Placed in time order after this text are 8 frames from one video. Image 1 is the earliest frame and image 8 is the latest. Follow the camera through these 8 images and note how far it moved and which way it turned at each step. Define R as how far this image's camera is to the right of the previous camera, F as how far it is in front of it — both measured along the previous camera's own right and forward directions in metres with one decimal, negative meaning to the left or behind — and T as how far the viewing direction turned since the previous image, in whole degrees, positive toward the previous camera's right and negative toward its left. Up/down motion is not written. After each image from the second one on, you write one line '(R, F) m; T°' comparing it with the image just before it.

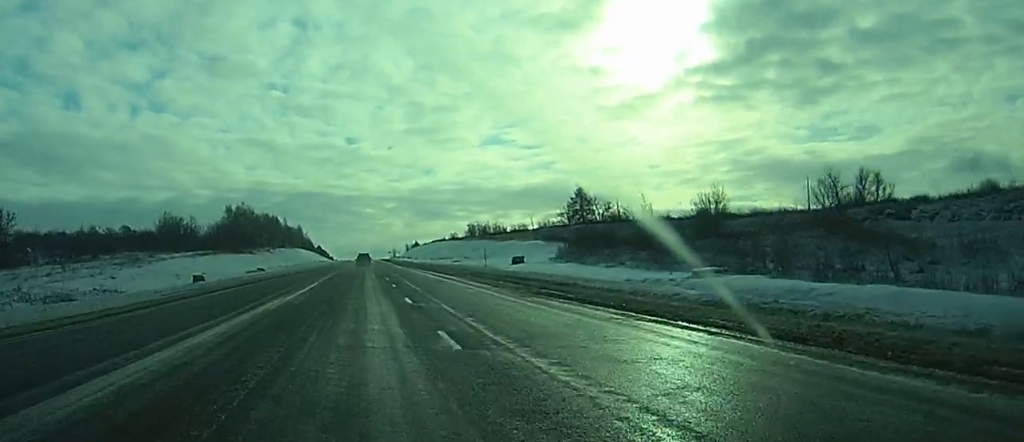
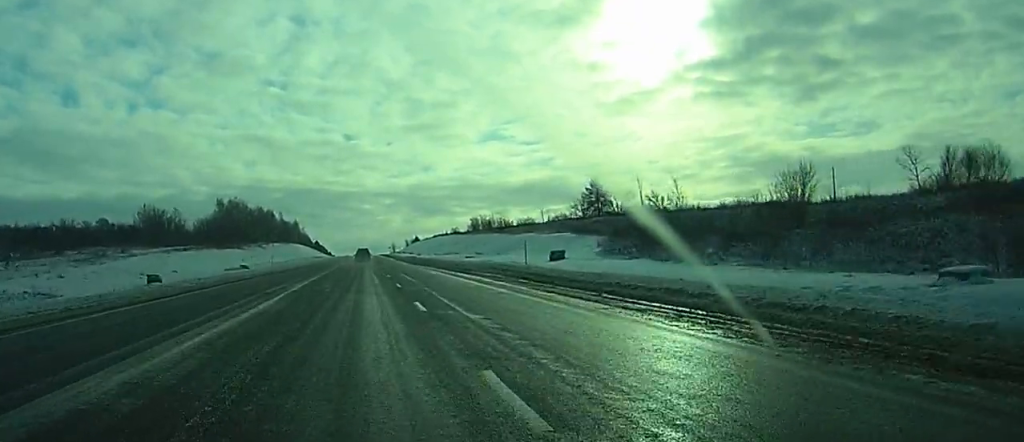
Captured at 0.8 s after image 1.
(0.0, +17.6) m; 0°
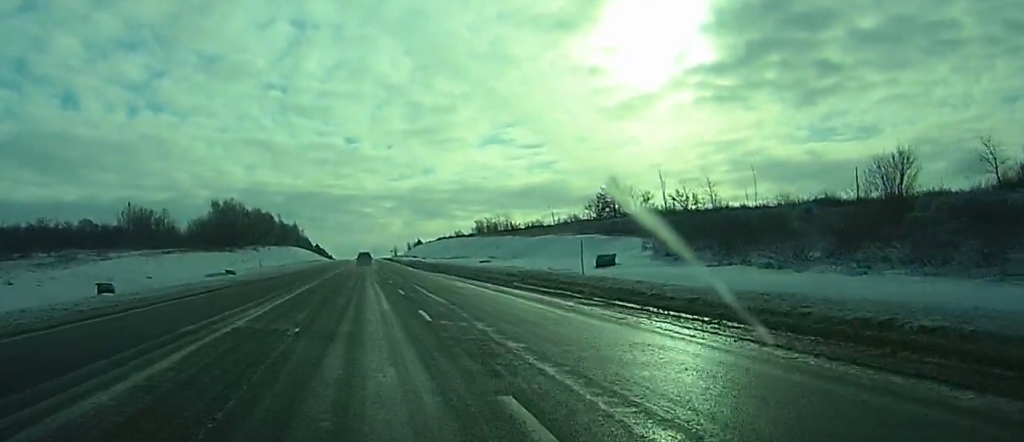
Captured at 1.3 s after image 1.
(+0.1, +13.1) m; 0°
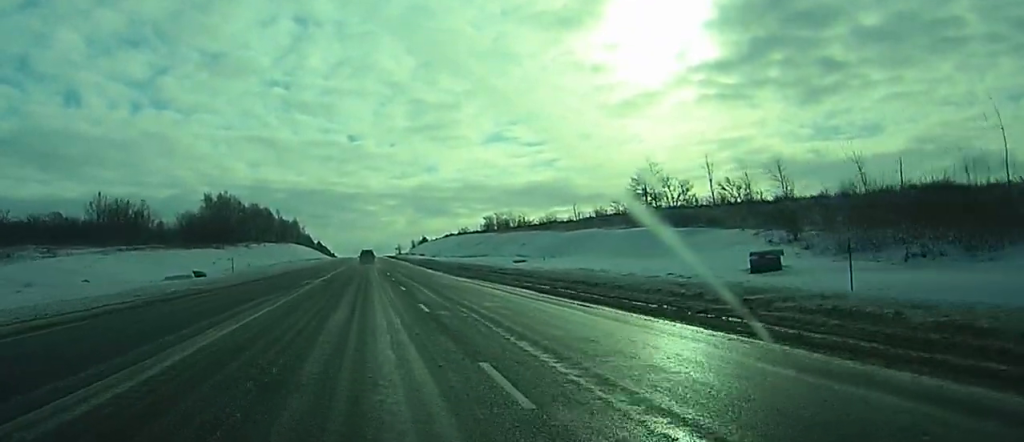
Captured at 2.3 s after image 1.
(0.0, +21.6) m; 0°
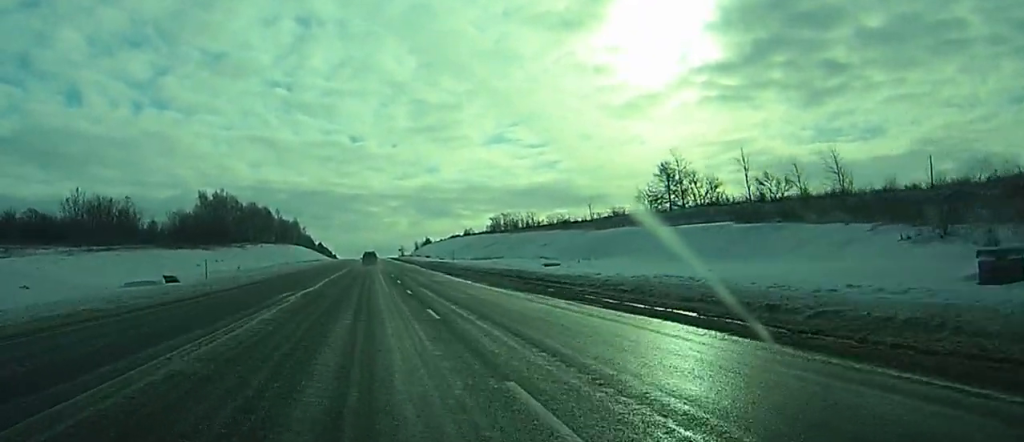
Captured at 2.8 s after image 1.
(0.0, +13.1) m; 0°
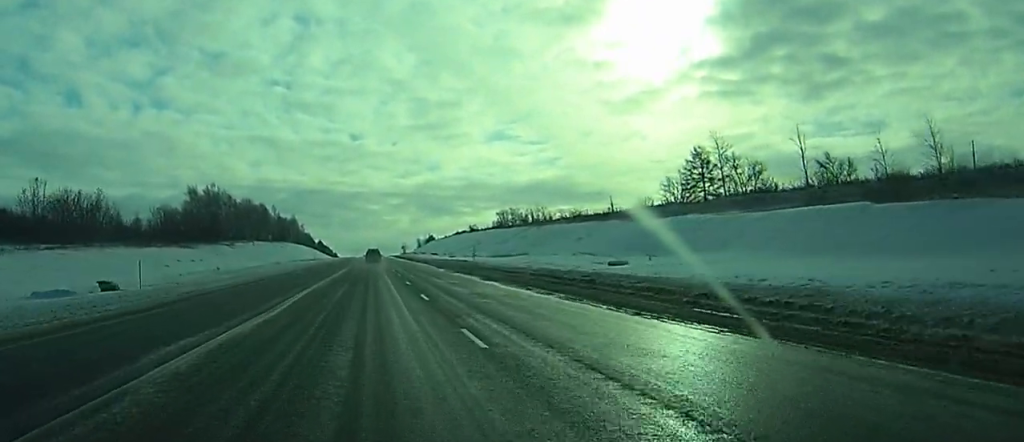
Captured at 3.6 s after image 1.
(0.0, +17.8) m; 0°
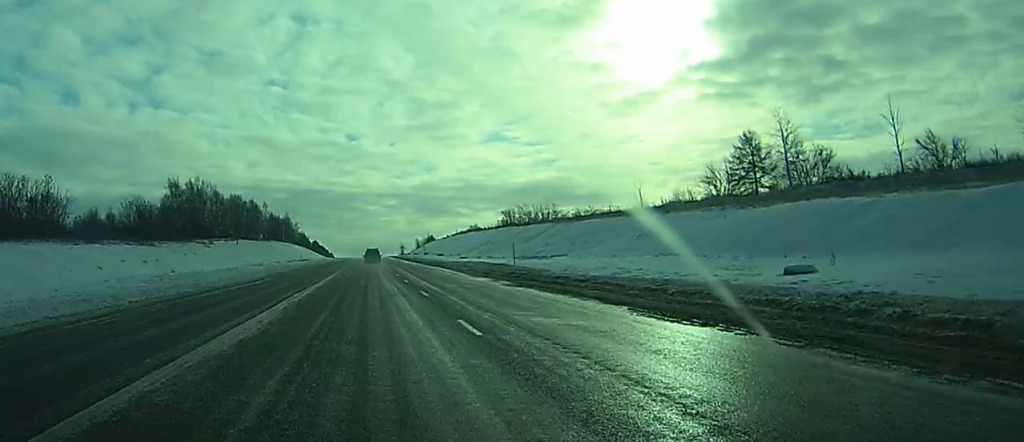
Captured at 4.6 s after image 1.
(-0.2, +22.5) m; 0°
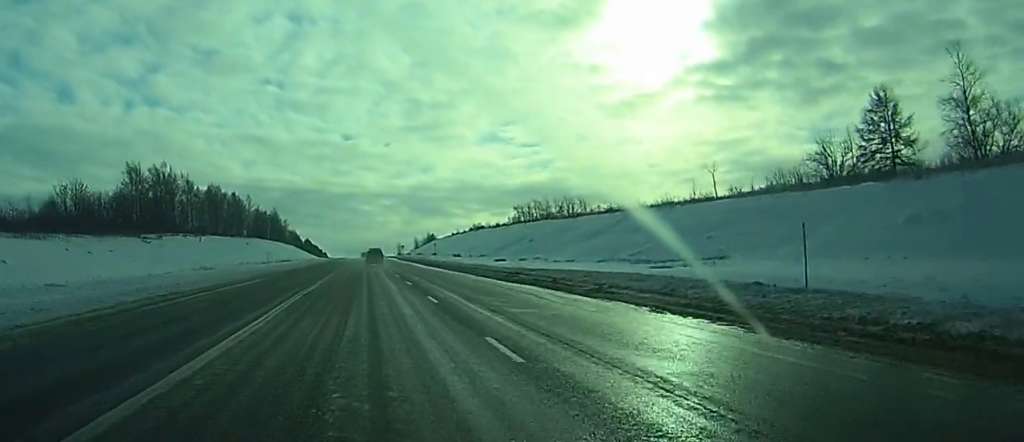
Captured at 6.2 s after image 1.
(+0.4, +38.8) m; +1°
